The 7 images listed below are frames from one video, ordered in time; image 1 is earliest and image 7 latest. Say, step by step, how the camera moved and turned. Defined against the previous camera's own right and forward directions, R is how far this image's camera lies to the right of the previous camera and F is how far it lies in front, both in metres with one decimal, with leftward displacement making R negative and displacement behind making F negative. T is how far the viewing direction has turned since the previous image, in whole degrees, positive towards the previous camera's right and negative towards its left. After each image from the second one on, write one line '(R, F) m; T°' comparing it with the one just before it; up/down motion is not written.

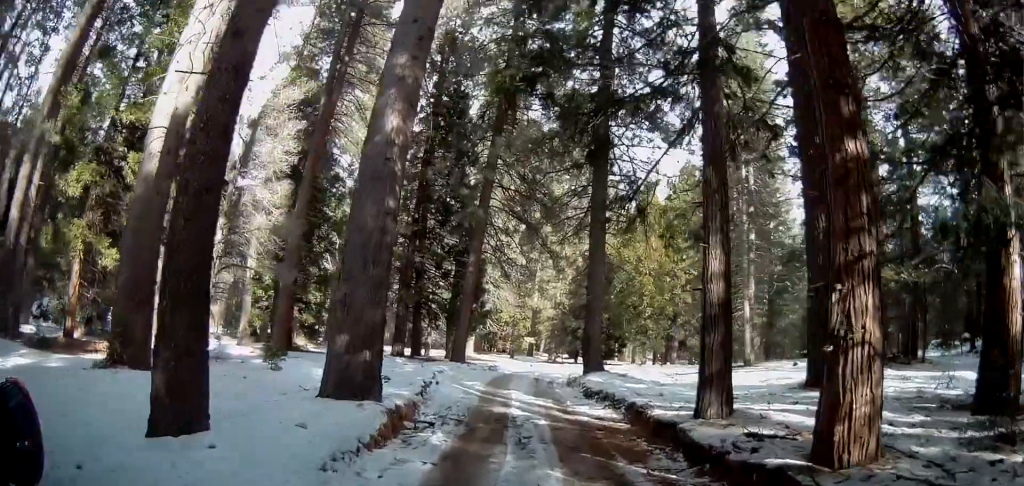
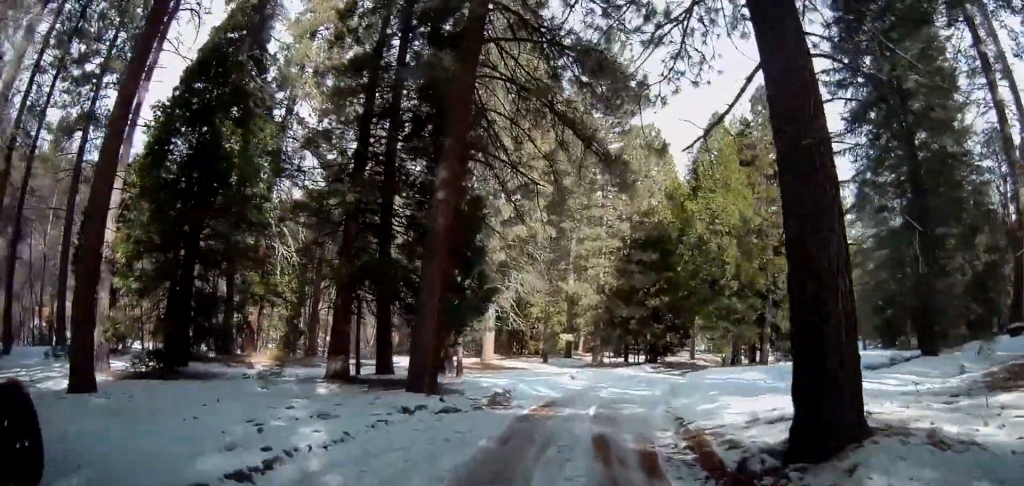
(-0.2, +15.1) m; +3°
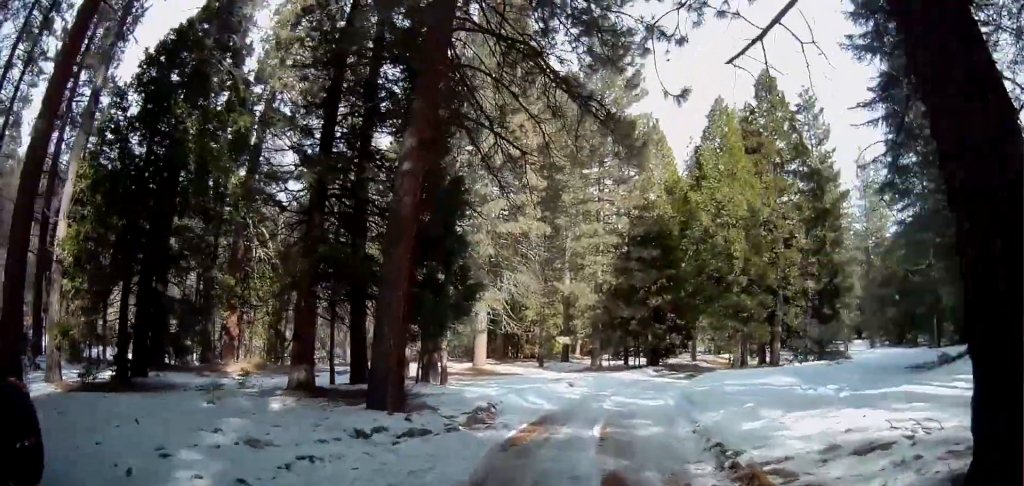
(-0.1, +2.8) m; -1°
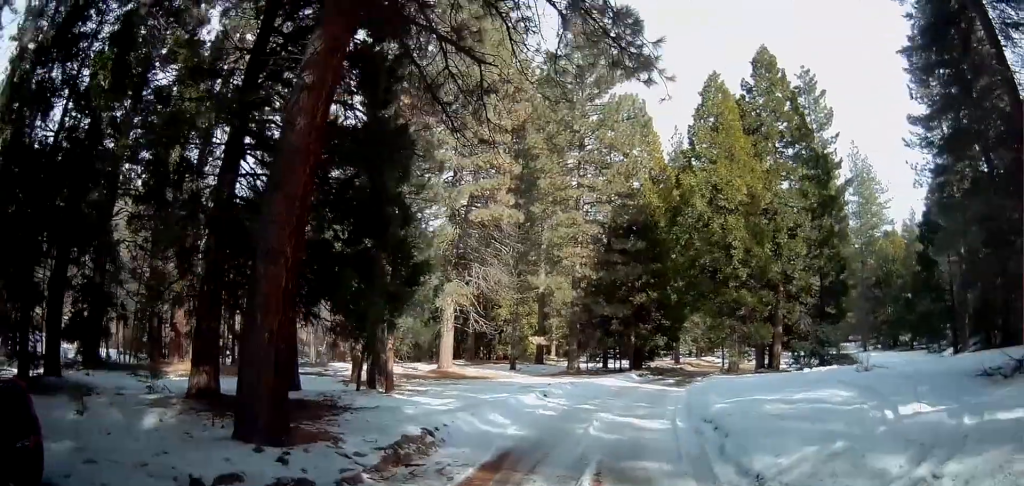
(-0.2, +4.5) m; 0°
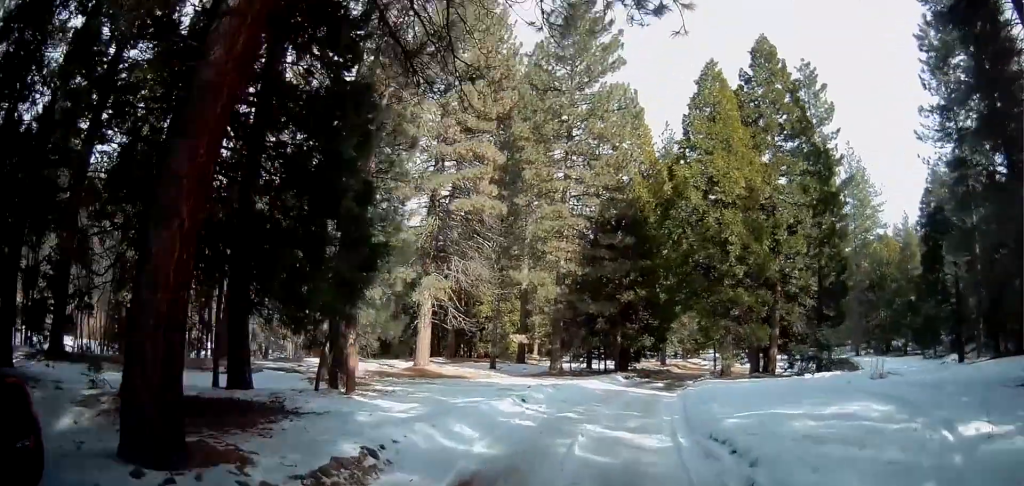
(0.0, +2.4) m; +3°
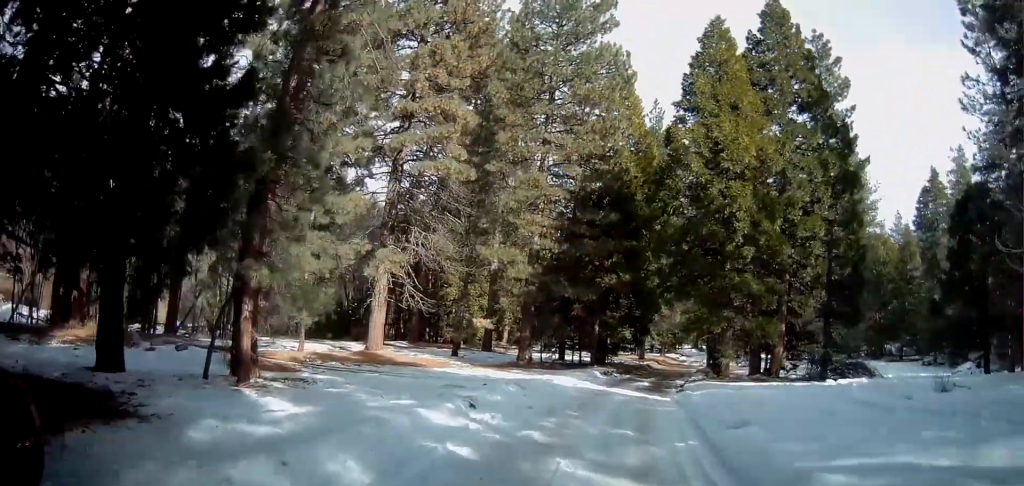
(+0.5, +5.8) m; +4°
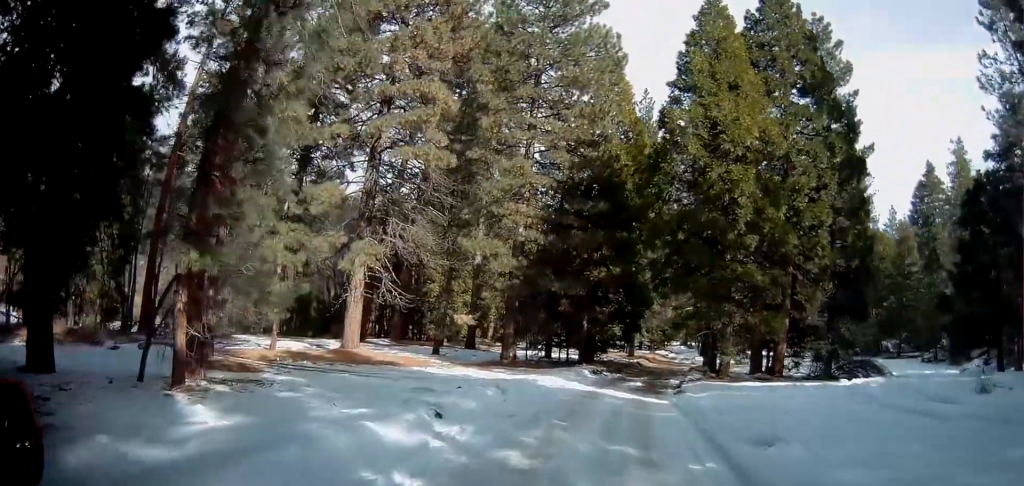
(0.0, +2.7) m; 0°
